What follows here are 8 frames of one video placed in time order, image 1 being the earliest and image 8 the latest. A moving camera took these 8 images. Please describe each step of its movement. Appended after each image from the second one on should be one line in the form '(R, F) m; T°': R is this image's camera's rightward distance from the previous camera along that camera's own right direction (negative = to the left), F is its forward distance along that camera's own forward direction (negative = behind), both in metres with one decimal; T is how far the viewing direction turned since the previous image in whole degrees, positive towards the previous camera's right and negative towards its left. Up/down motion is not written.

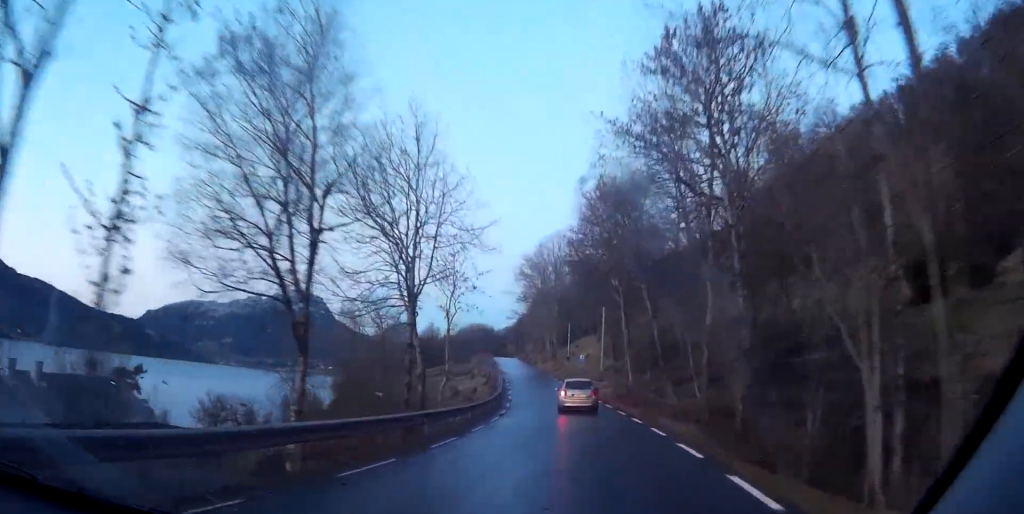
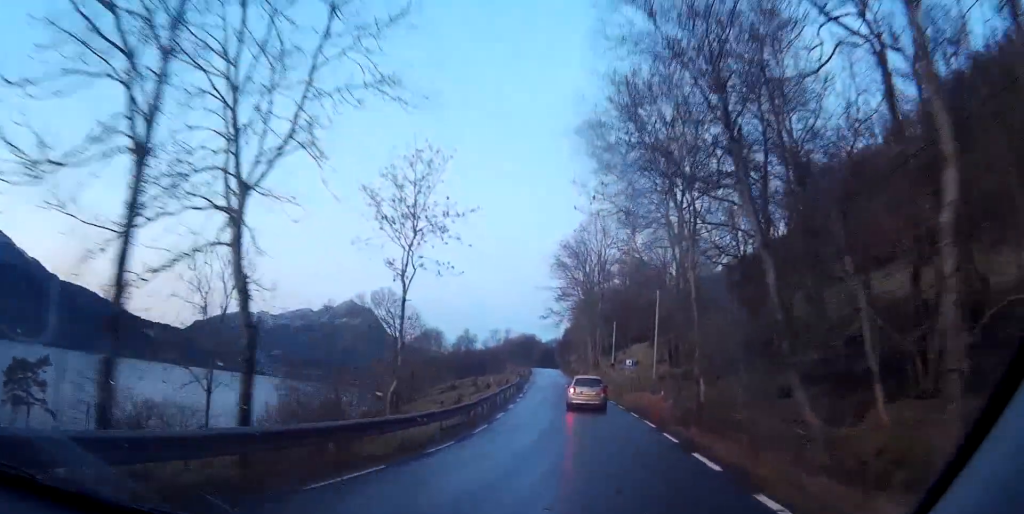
(-0.8, +20.5) m; -4°
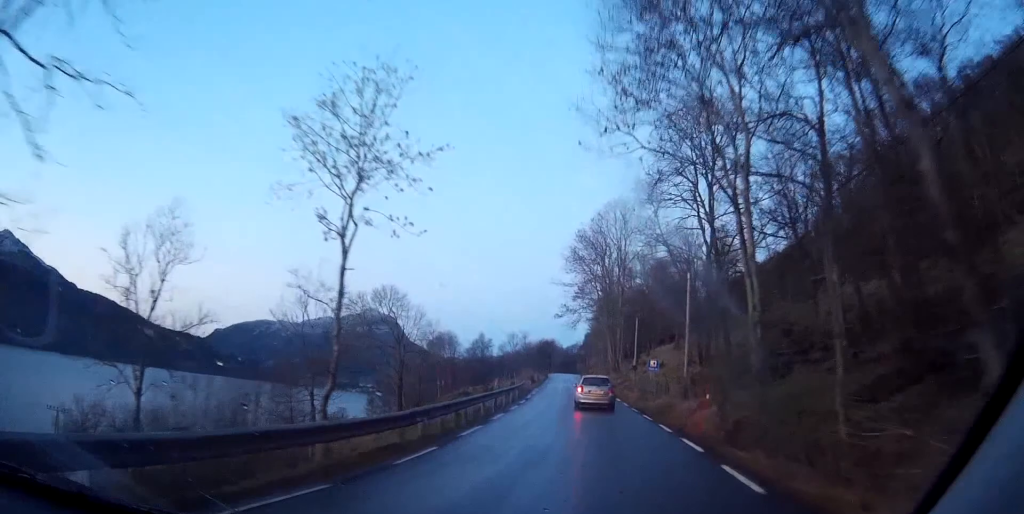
(-0.2, +9.2) m; -2°
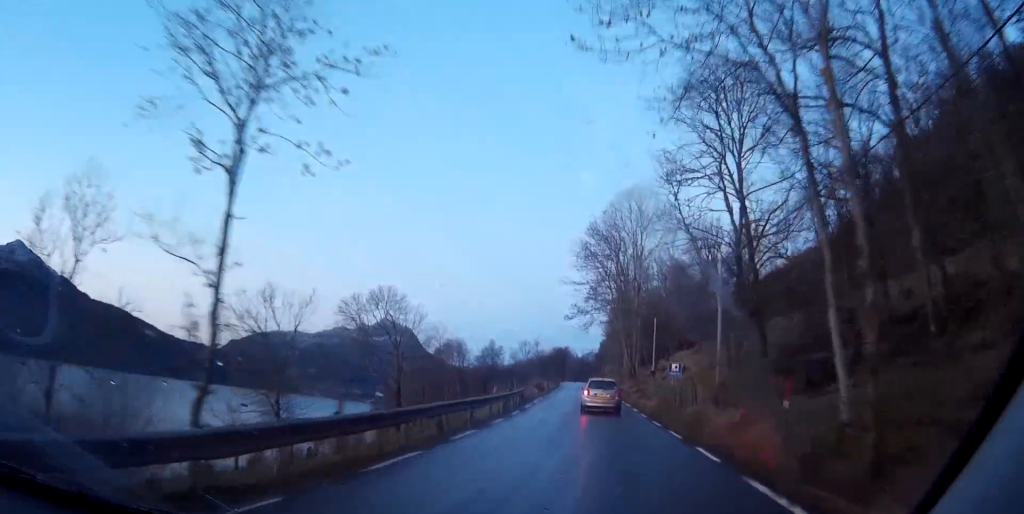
(-0.1, +8.0) m; -1°
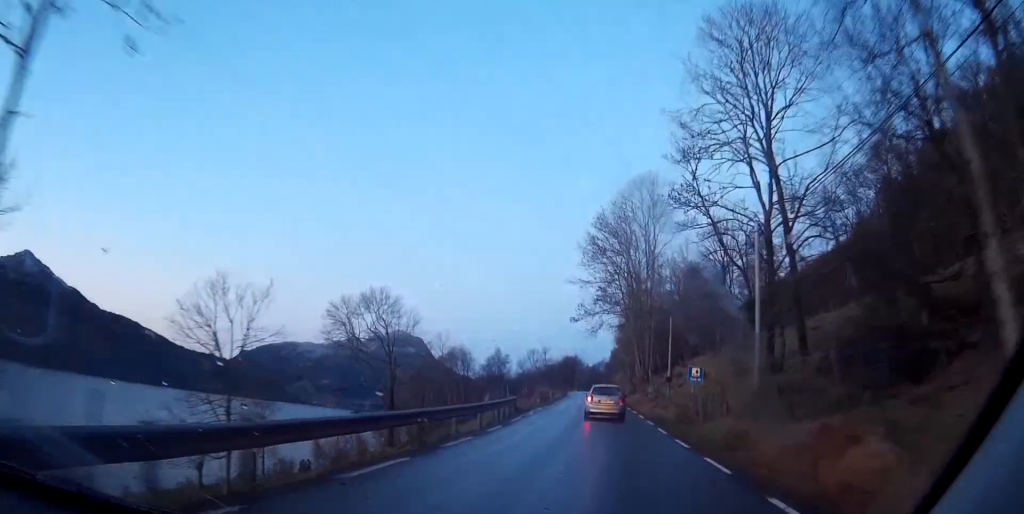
(-0.1, +7.3) m; -1°
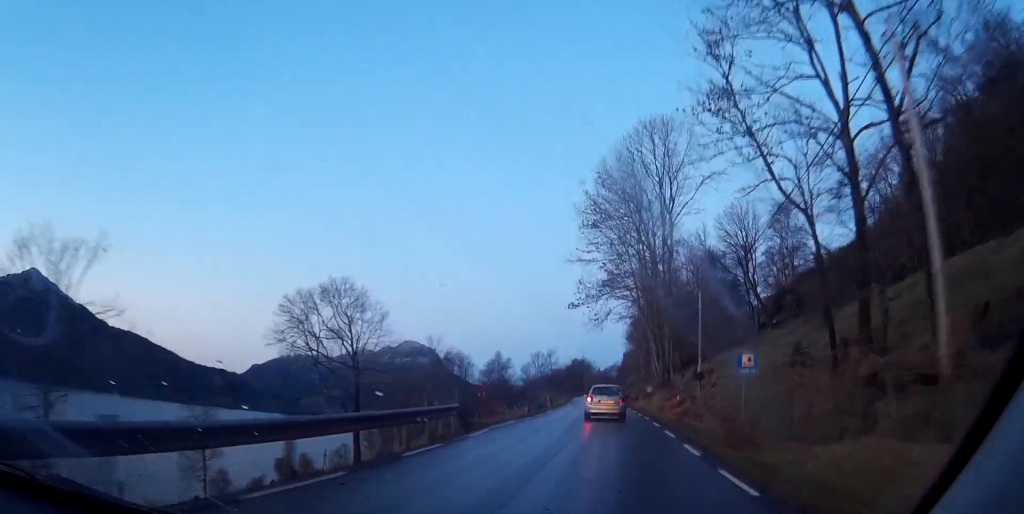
(-0.3, +15.0) m; -2°
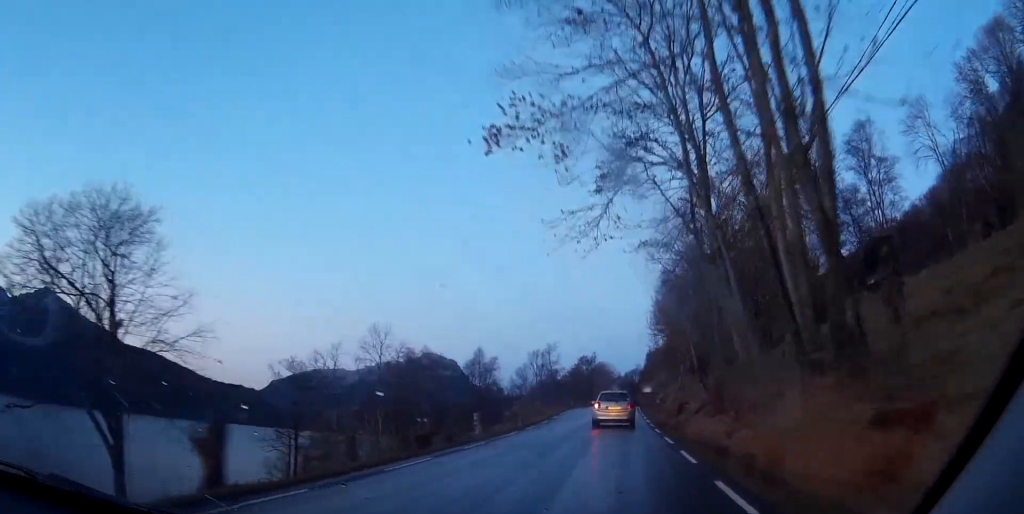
(-1.3, +37.2) m; -4°
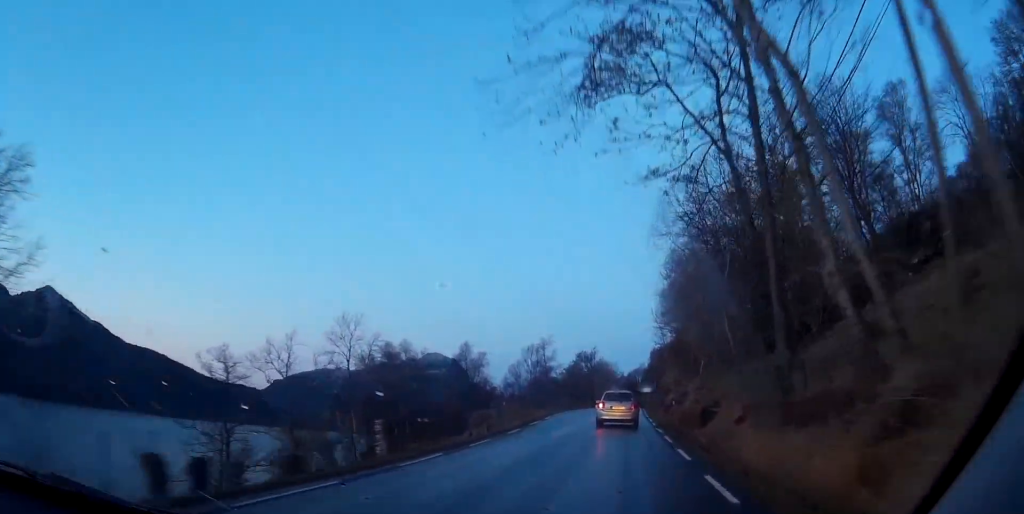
(-0.1, +11.0) m; -1°
